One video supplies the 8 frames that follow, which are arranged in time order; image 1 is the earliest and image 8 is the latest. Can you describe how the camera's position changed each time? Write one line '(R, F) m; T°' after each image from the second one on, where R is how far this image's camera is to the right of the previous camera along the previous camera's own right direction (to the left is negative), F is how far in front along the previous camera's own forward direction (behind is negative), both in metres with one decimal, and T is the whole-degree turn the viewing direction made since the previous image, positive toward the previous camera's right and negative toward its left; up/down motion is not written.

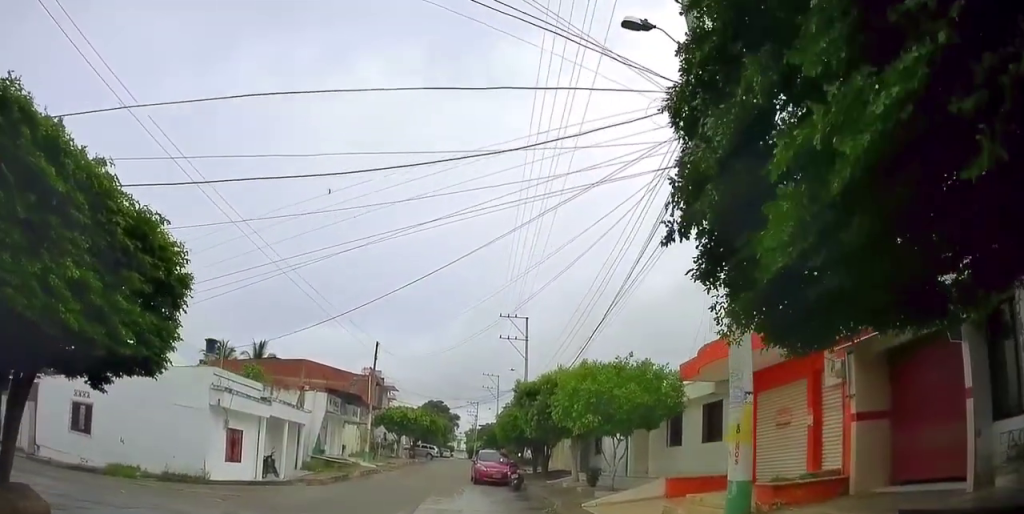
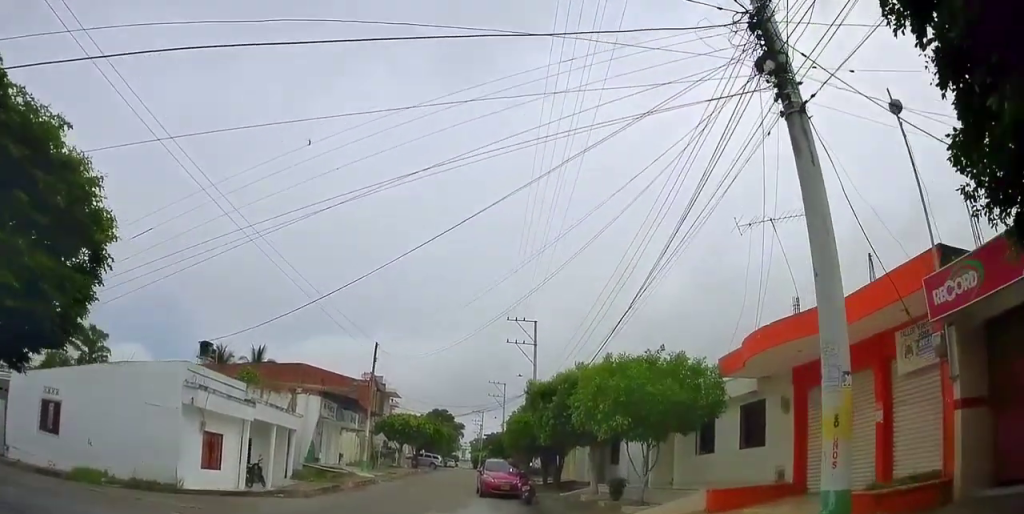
(+0.1, +2.1) m; +4°
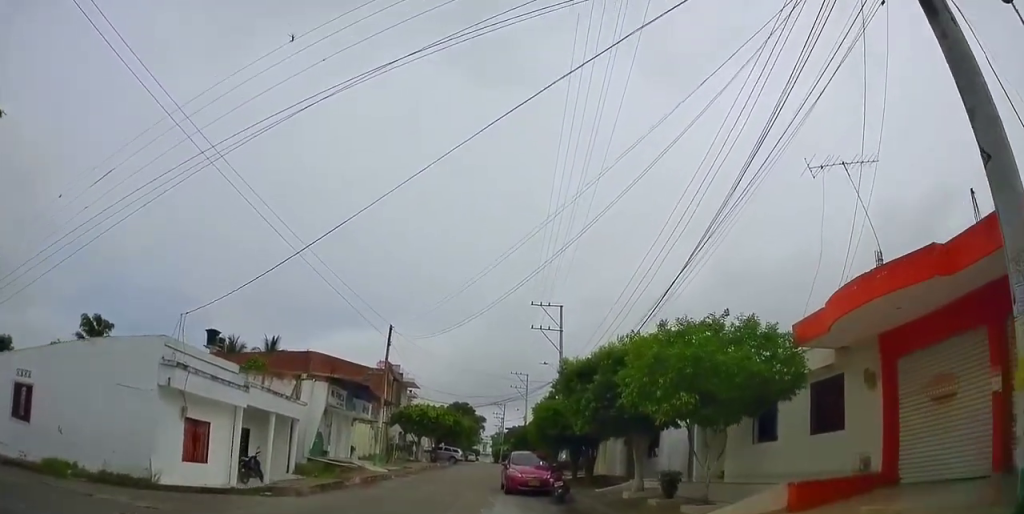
(0.0, +1.7) m; 0°
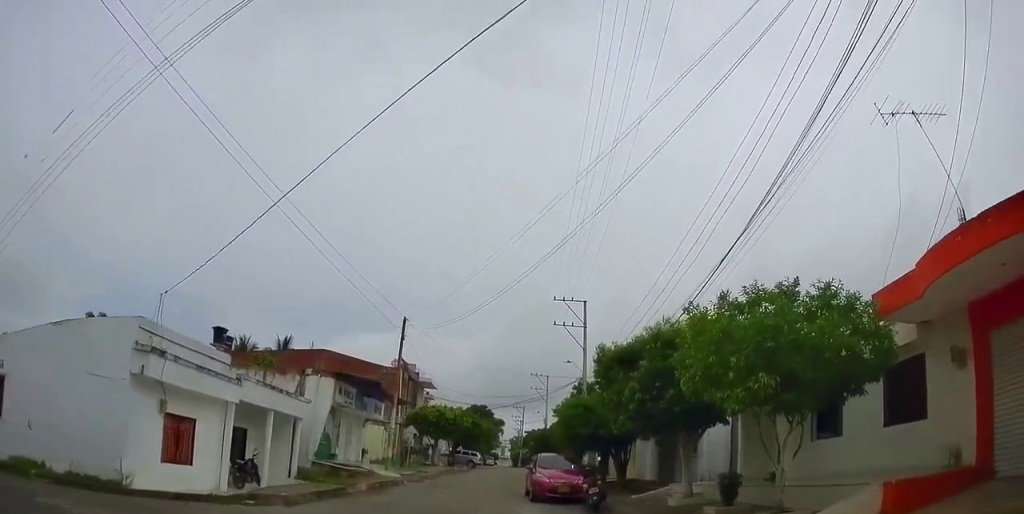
(0.0, +1.2) m; -3°
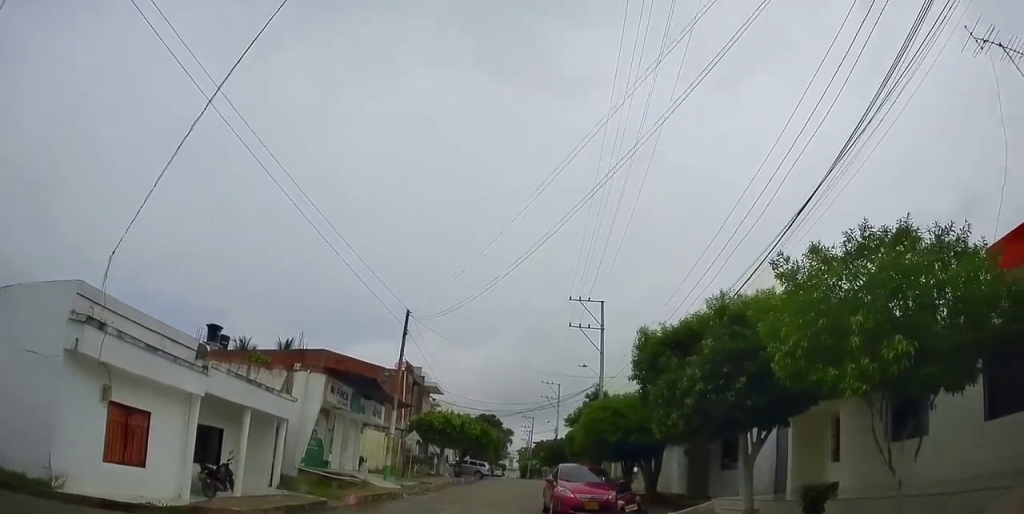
(0.0, +1.7) m; -3°
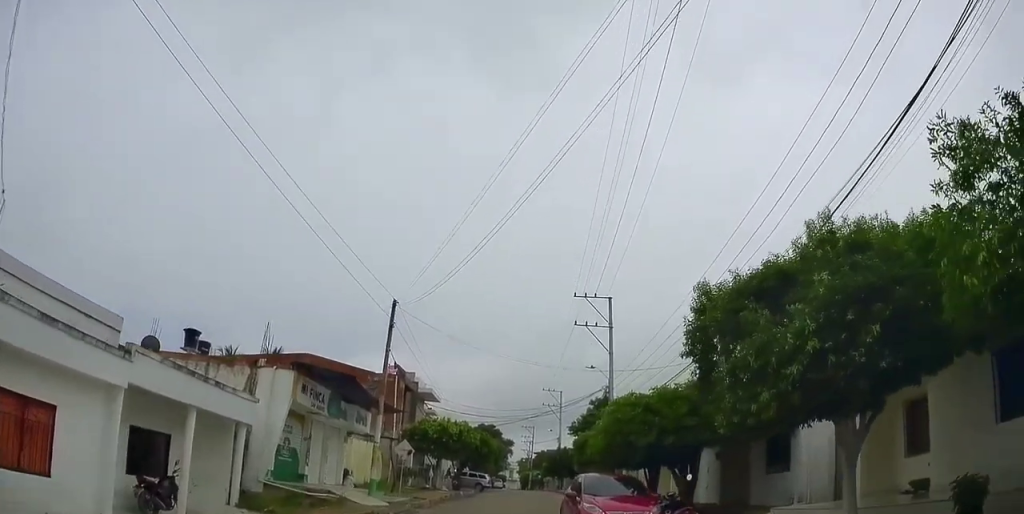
(-0.1, +2.4) m; -4°
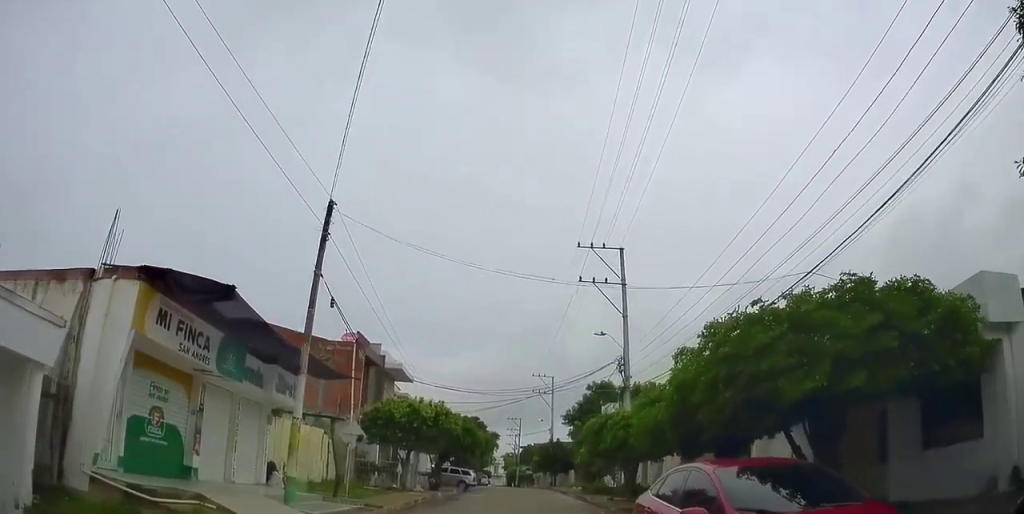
(-0.3, +6.6) m; -3°
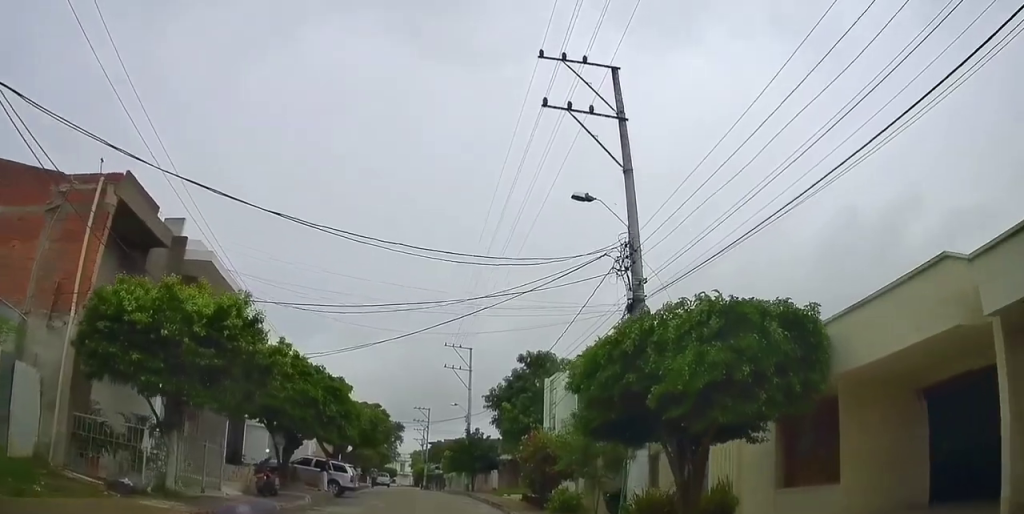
(+0.6, +13.4) m; +11°
